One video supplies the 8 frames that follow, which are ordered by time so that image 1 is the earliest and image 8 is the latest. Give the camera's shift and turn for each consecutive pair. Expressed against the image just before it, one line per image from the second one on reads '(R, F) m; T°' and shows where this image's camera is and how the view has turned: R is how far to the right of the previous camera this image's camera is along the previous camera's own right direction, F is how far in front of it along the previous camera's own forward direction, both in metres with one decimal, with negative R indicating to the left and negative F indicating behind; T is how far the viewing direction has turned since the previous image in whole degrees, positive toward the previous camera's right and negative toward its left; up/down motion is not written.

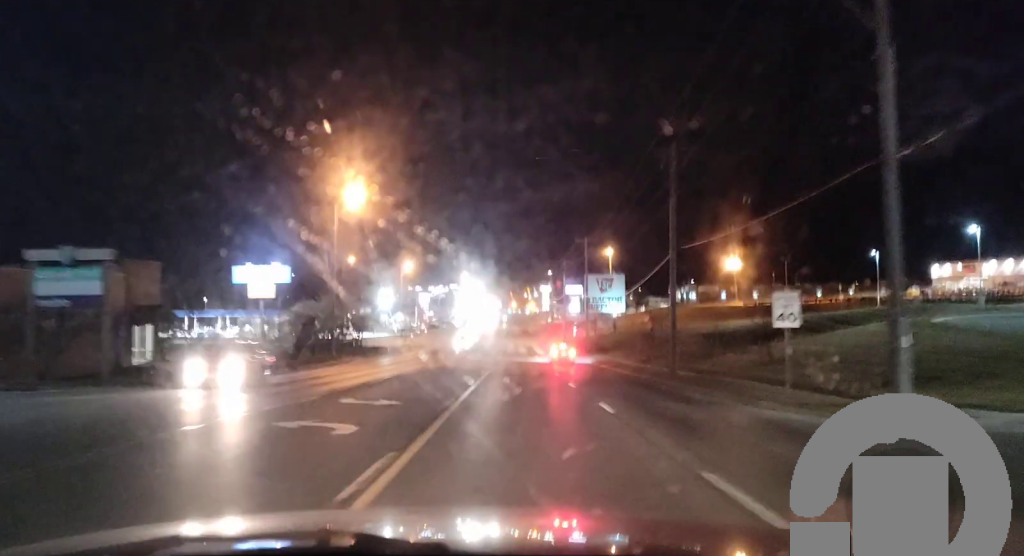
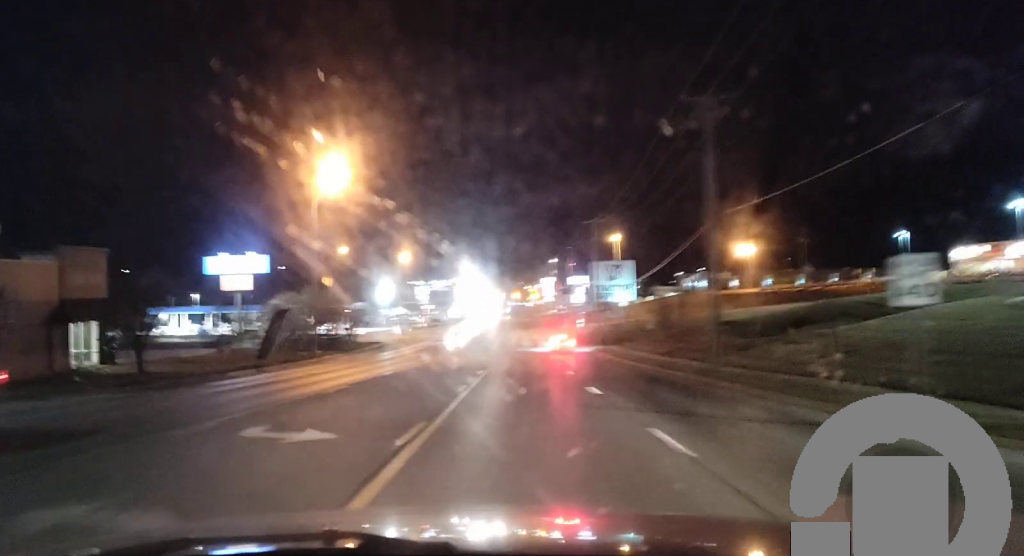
(+0.1, +8.5) m; 0°
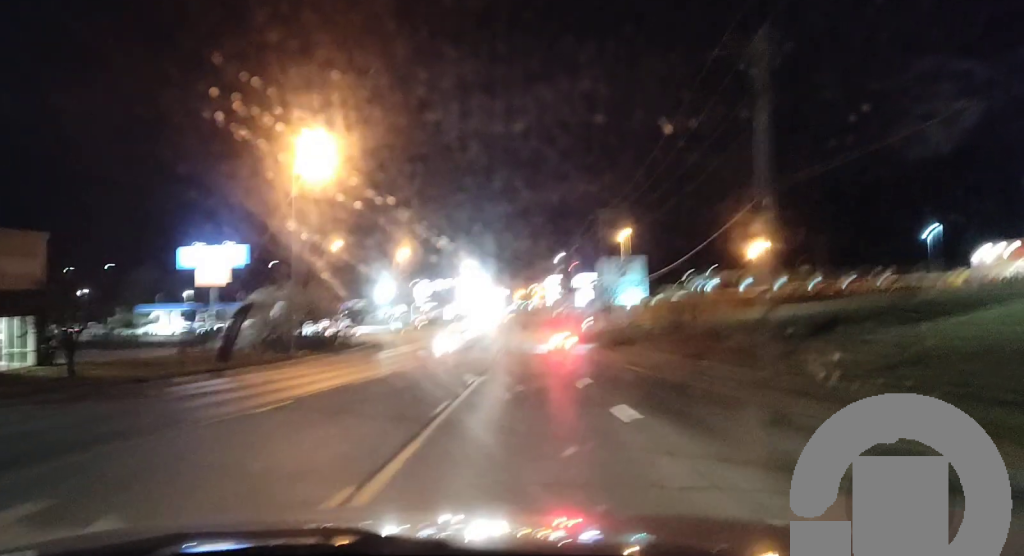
(0.0, +6.8) m; 0°
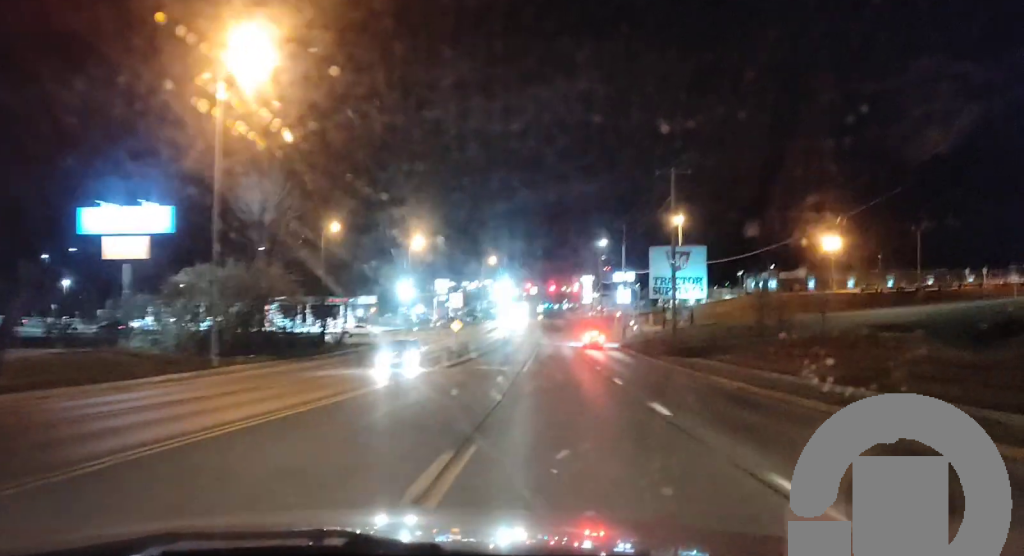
(-0.3, +21.8) m; -2°
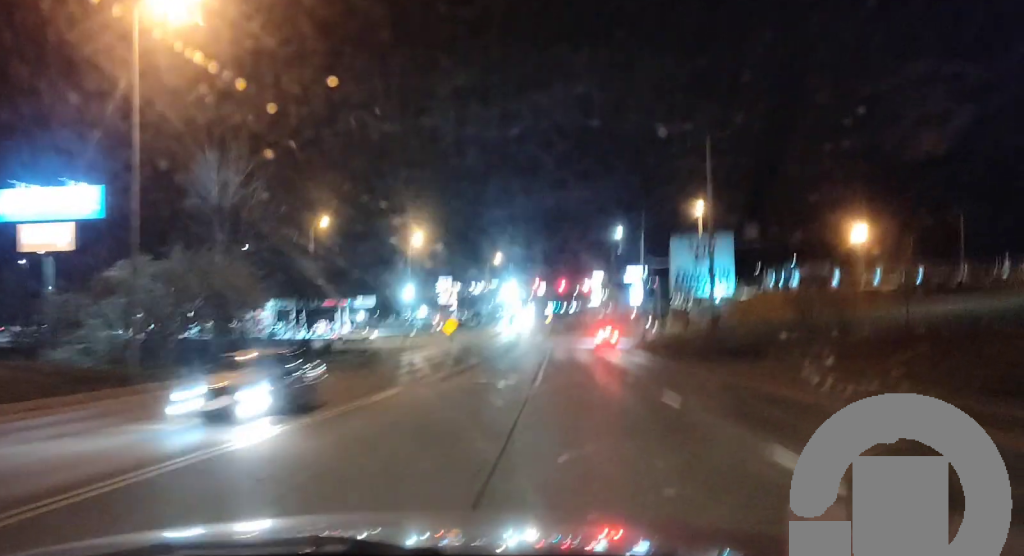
(-0.1, +9.5) m; -1°
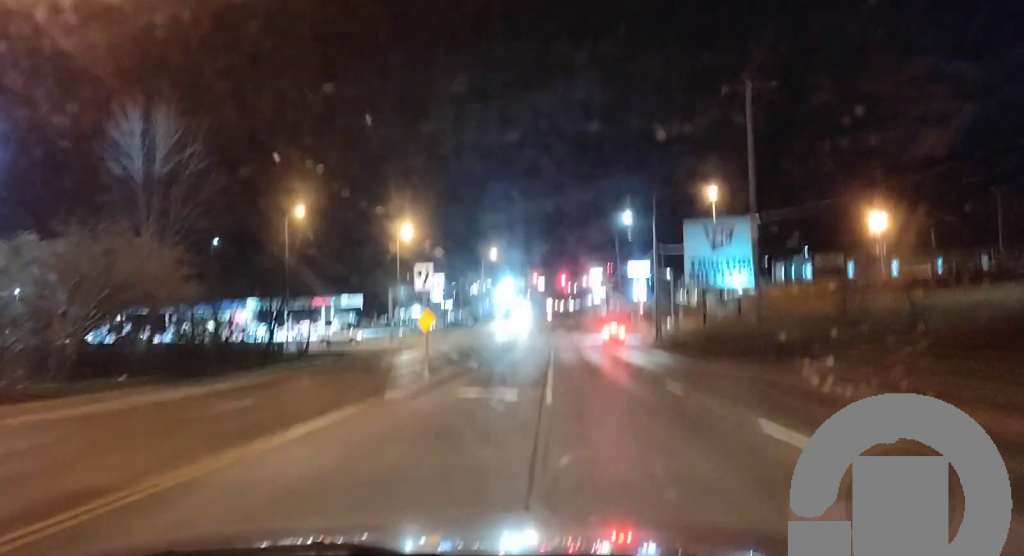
(-0.1, +9.2) m; 0°
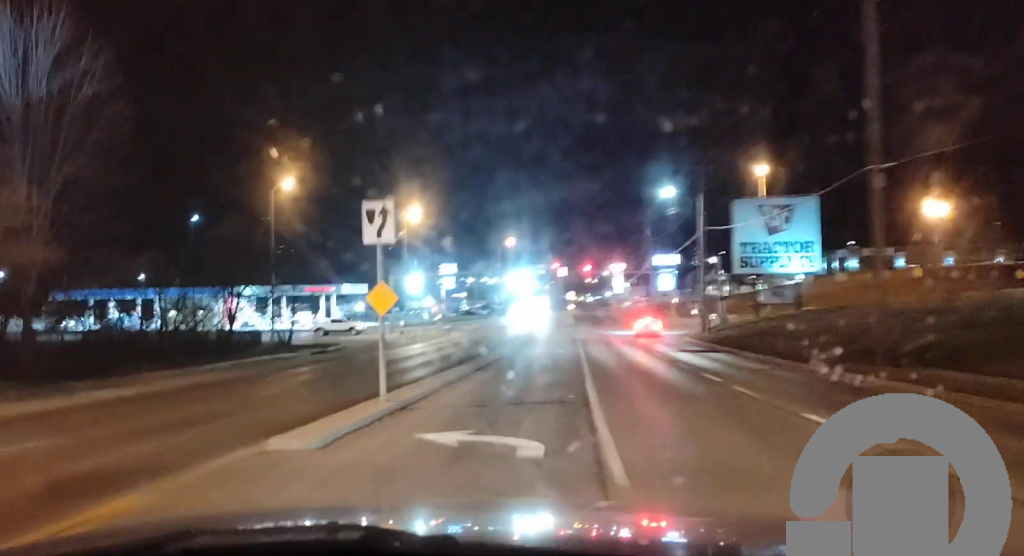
(0.0, +11.9) m; 0°
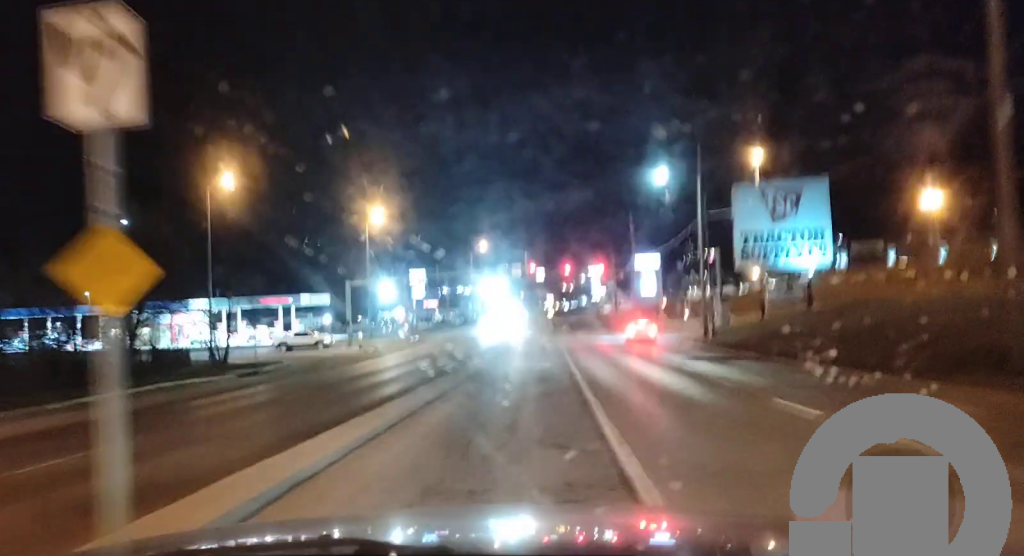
(+0.1, +9.4) m; +1°
